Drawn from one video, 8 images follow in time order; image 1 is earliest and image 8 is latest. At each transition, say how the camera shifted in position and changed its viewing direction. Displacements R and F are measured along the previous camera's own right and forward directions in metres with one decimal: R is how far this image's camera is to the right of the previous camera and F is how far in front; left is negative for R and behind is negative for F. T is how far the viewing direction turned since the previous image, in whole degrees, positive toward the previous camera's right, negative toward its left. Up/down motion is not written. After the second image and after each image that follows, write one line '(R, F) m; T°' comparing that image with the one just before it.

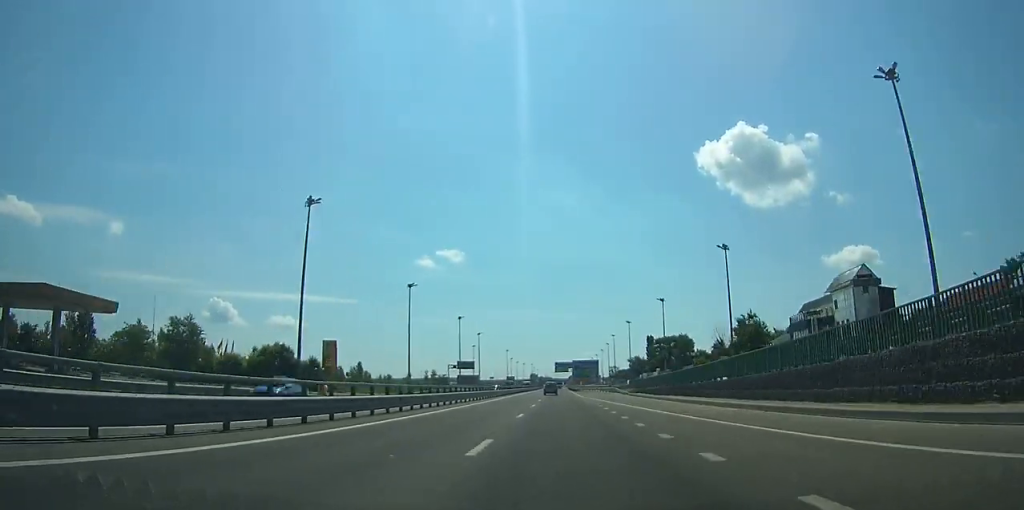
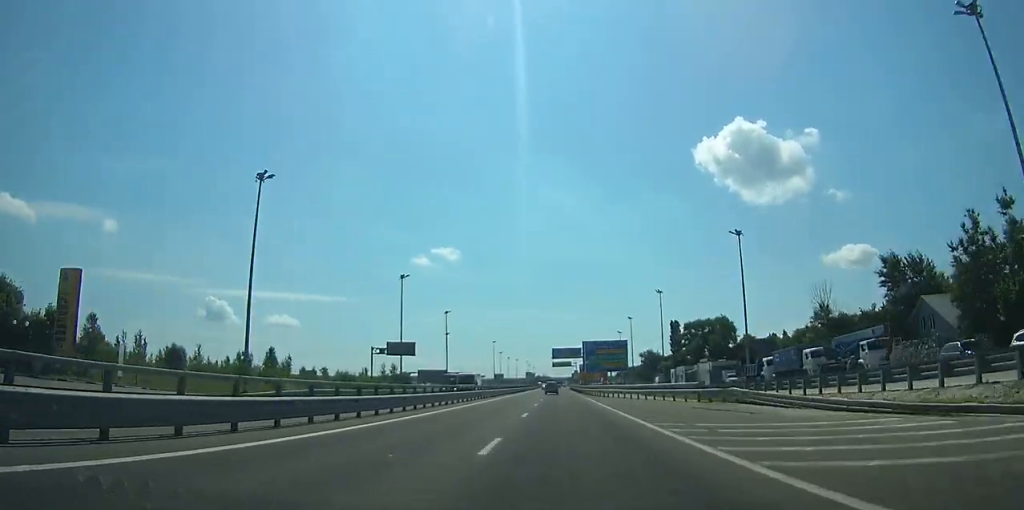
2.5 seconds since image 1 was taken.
(+0.2, +58.5) m; 0°
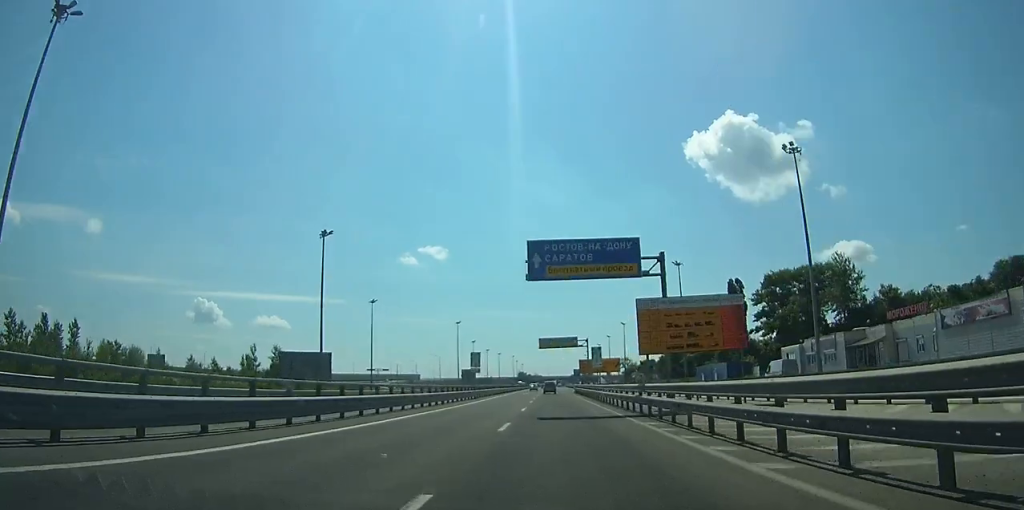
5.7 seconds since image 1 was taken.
(+0.2, +78.8) m; 0°
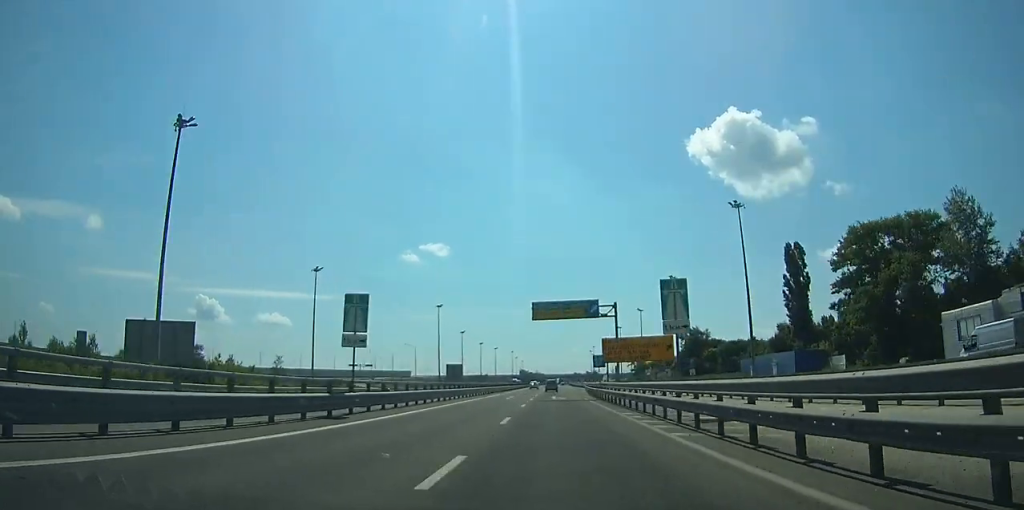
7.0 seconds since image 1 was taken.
(+0.1, +33.0) m; 0°
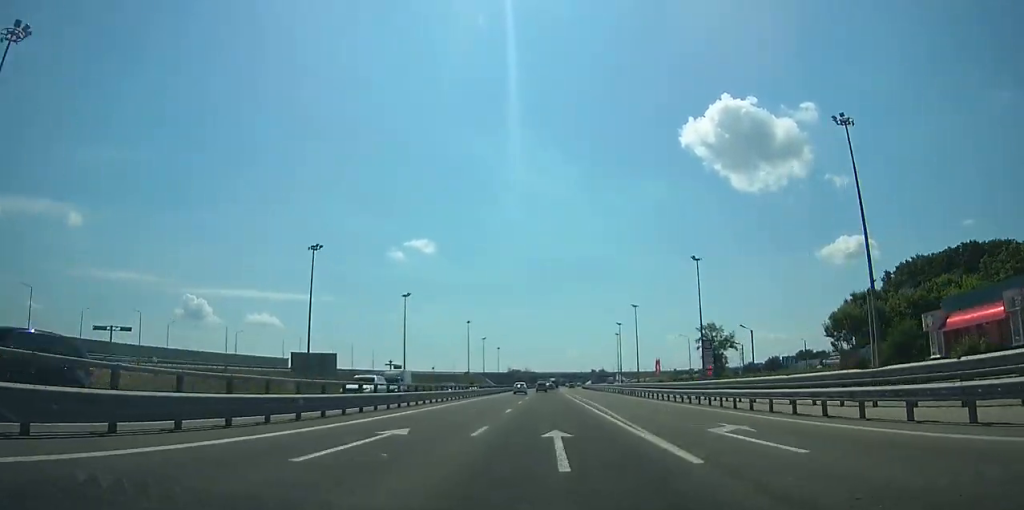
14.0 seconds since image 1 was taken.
(+1.0, +177.3) m; +1°
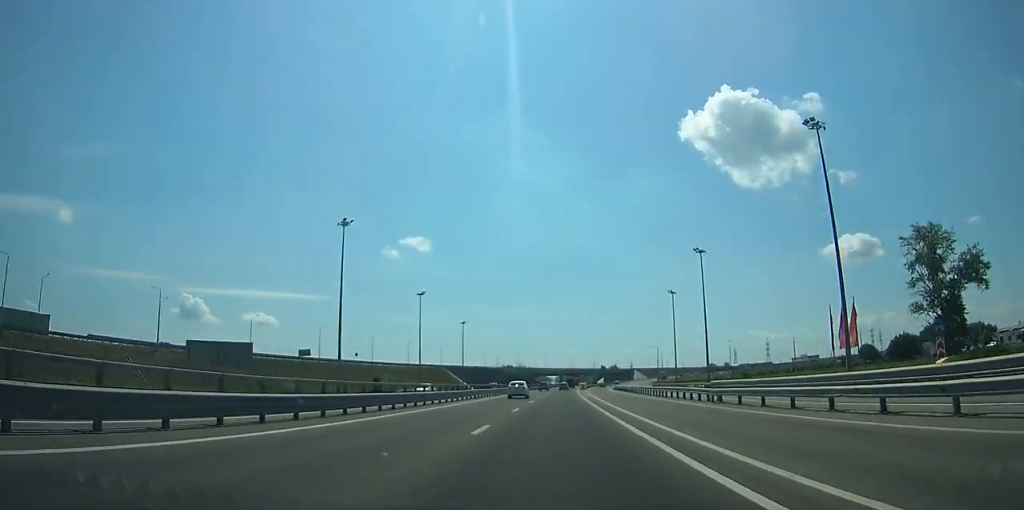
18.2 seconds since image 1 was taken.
(+0.4, +103.8) m; +1°
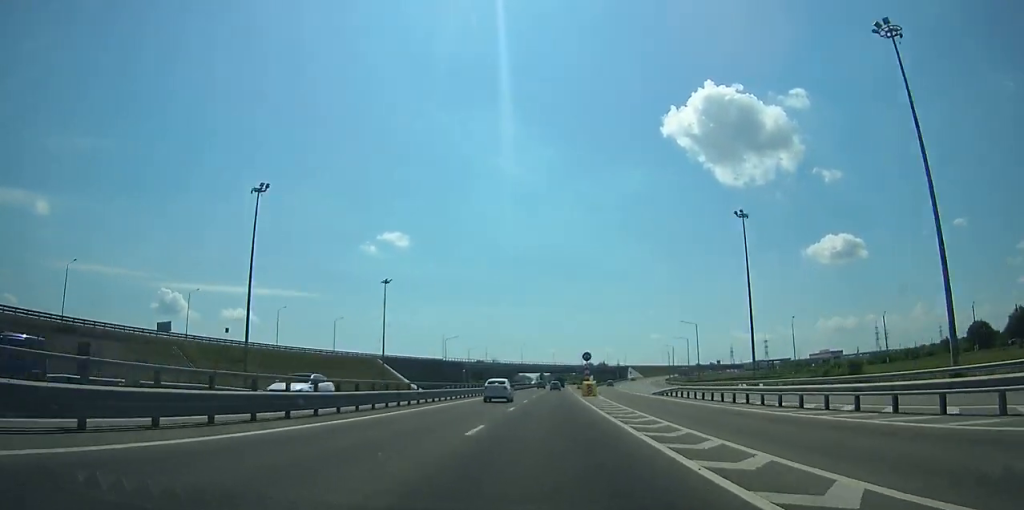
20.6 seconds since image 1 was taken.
(+0.5, +61.0) m; +1°
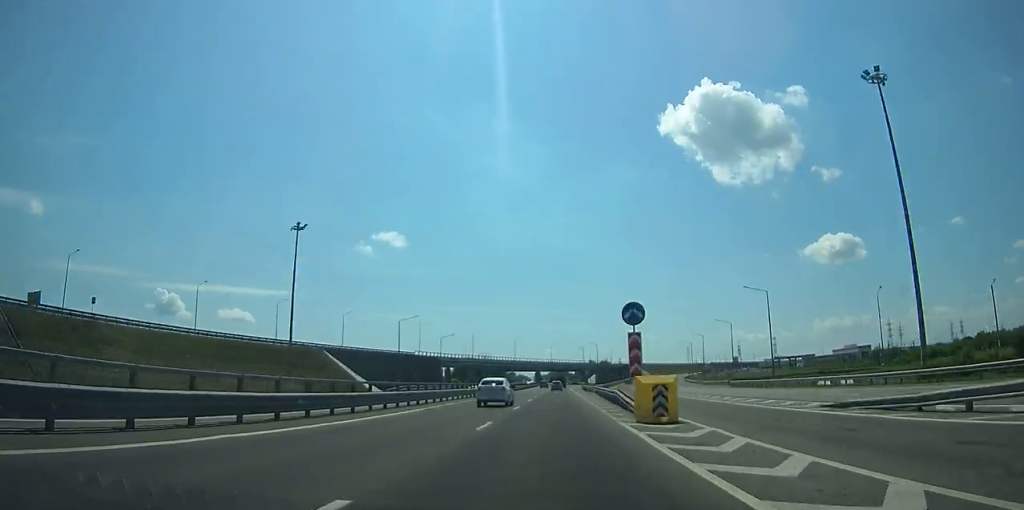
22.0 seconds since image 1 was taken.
(0.0, +36.0) m; 0°
